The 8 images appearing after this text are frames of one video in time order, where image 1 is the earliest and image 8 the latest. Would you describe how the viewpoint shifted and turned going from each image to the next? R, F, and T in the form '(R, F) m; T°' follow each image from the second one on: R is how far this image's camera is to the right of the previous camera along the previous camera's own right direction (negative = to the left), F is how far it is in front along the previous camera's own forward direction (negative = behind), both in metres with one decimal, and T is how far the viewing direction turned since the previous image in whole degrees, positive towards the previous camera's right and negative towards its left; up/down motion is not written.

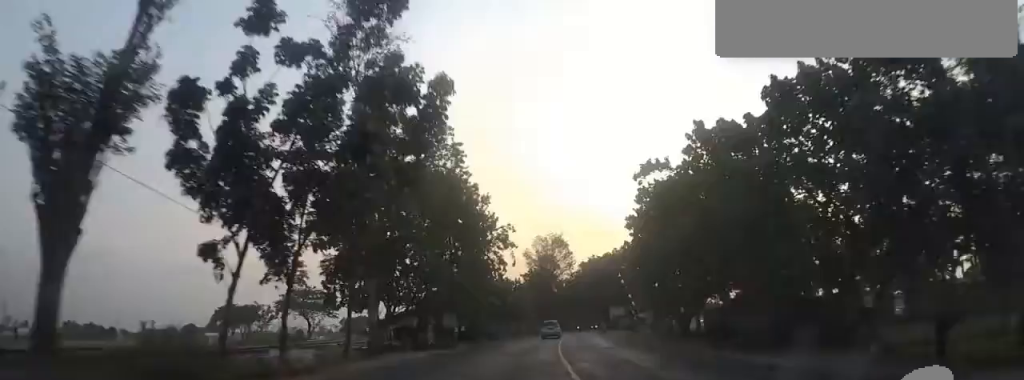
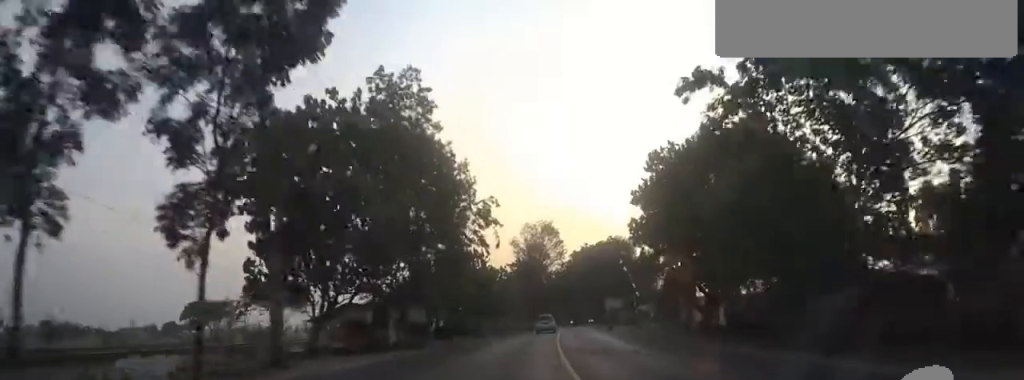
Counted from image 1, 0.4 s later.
(+0.9, +7.4) m; +2°
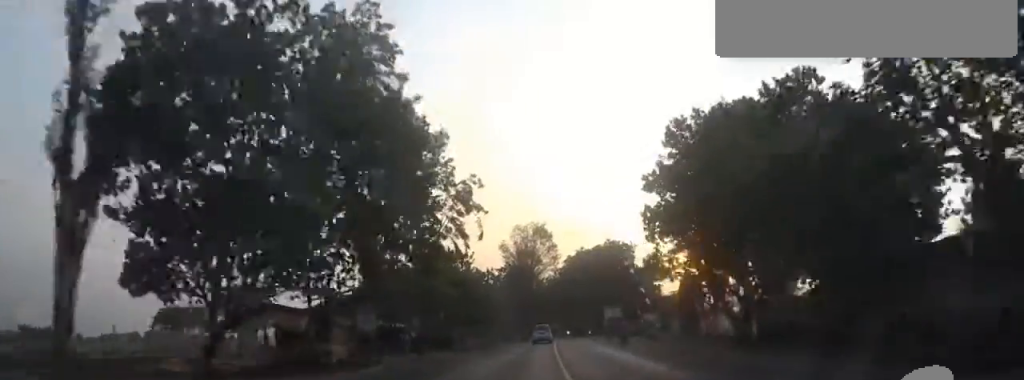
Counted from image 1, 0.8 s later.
(+0.3, +6.8) m; 0°
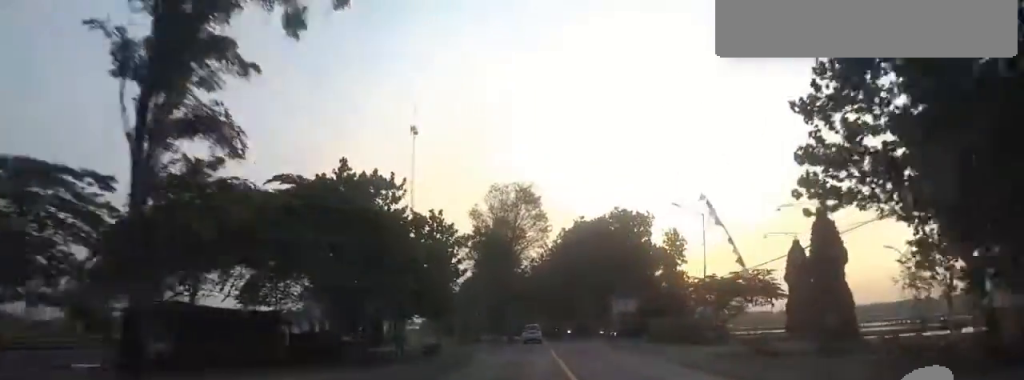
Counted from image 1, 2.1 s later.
(-1.4, +20.6) m; -2°
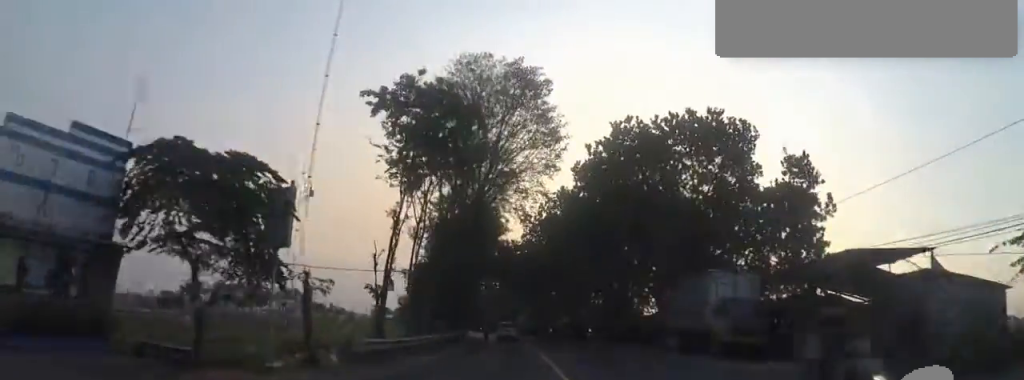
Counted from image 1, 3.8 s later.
(+2.1, +27.2) m; +8°
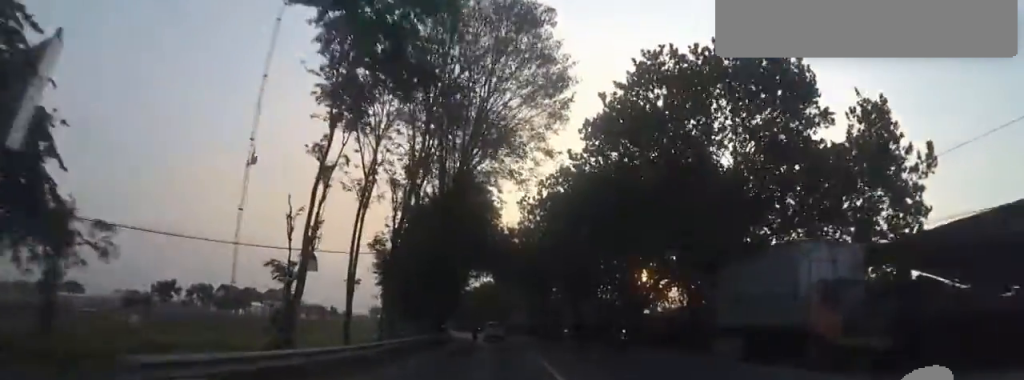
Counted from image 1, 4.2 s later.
(+0.1, +7.5) m; -3°
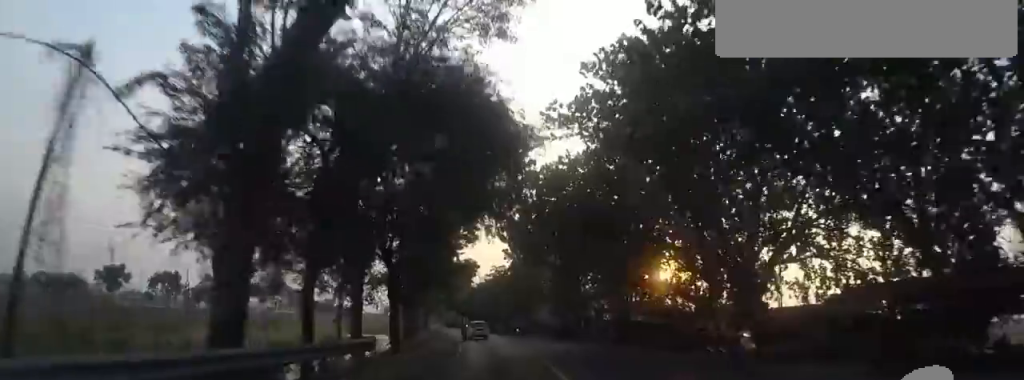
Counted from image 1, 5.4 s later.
(-1.2, +17.9) m; -6°
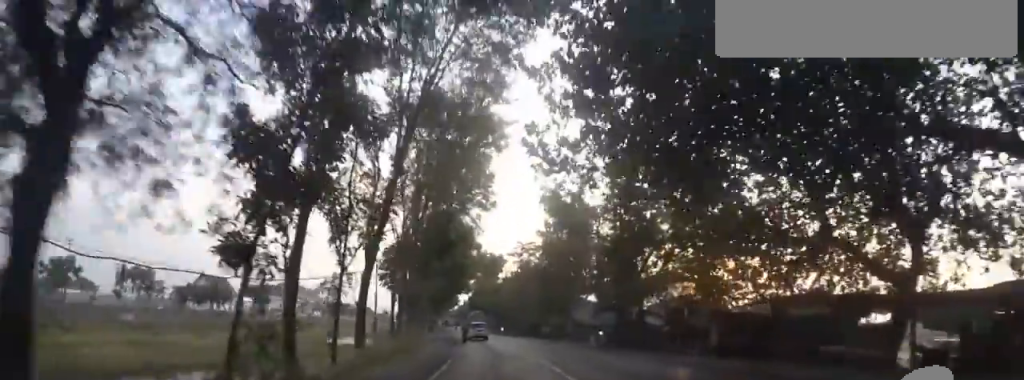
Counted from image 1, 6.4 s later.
(-0.3, +16.5) m; -5°
